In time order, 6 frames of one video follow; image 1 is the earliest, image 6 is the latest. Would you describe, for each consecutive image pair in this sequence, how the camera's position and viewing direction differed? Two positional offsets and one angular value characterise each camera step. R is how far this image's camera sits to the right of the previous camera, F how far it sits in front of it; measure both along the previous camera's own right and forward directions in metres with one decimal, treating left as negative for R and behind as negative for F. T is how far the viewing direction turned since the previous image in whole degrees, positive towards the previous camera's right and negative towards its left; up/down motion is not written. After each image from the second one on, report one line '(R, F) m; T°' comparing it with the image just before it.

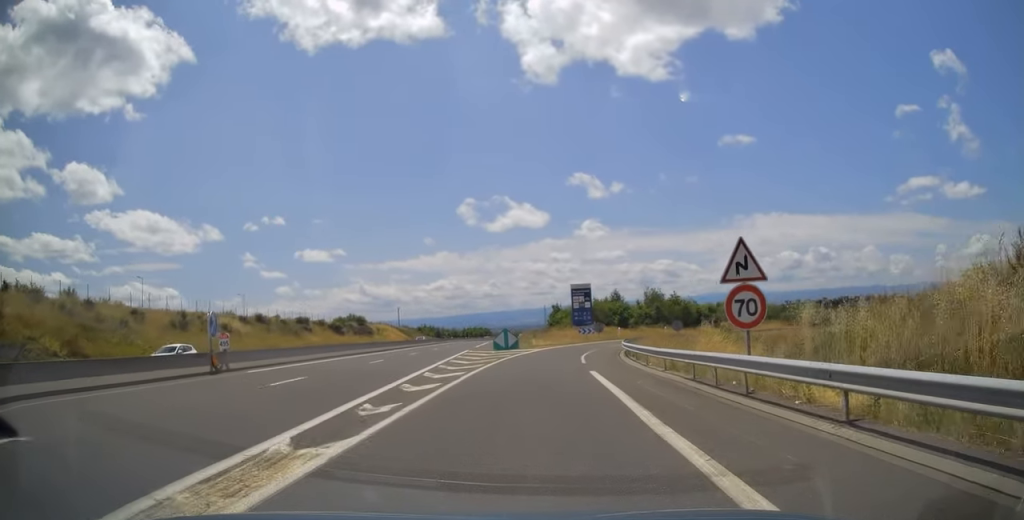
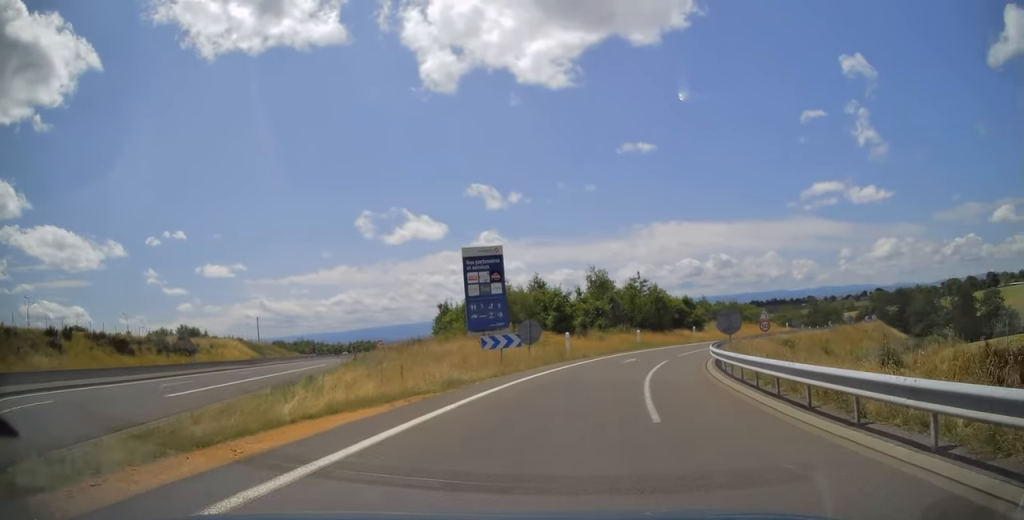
(+1.4, +45.8) m; +6°
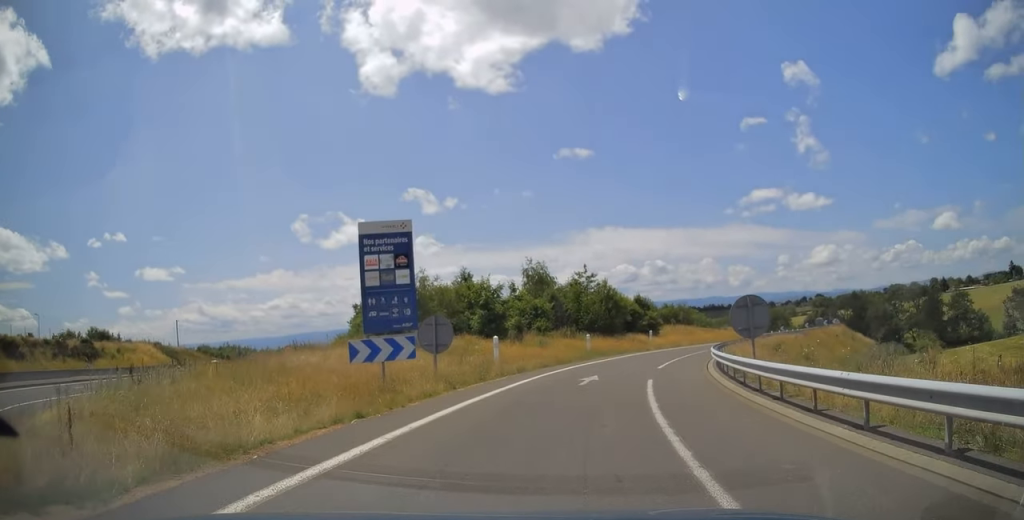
(+0.3, +10.5) m; +5°
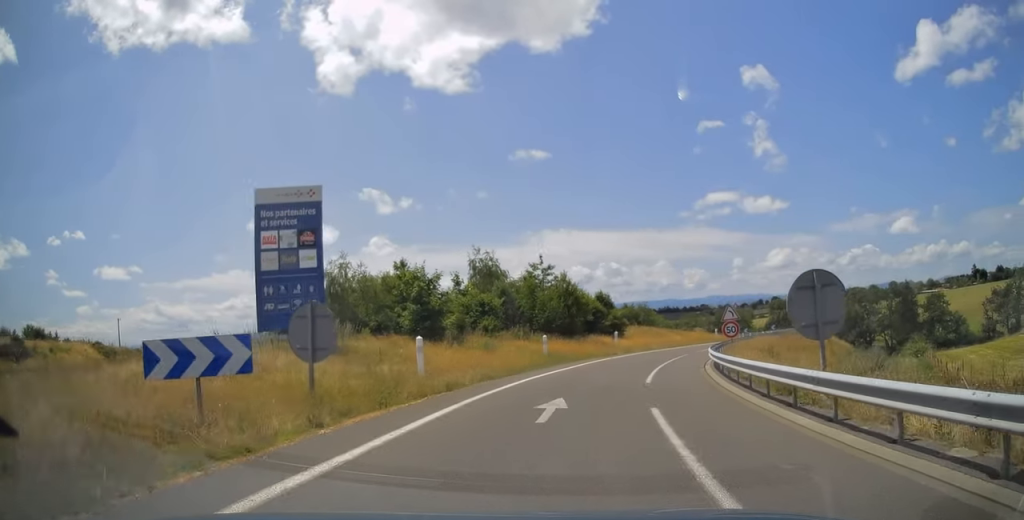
(+0.1, +7.1) m; +4°
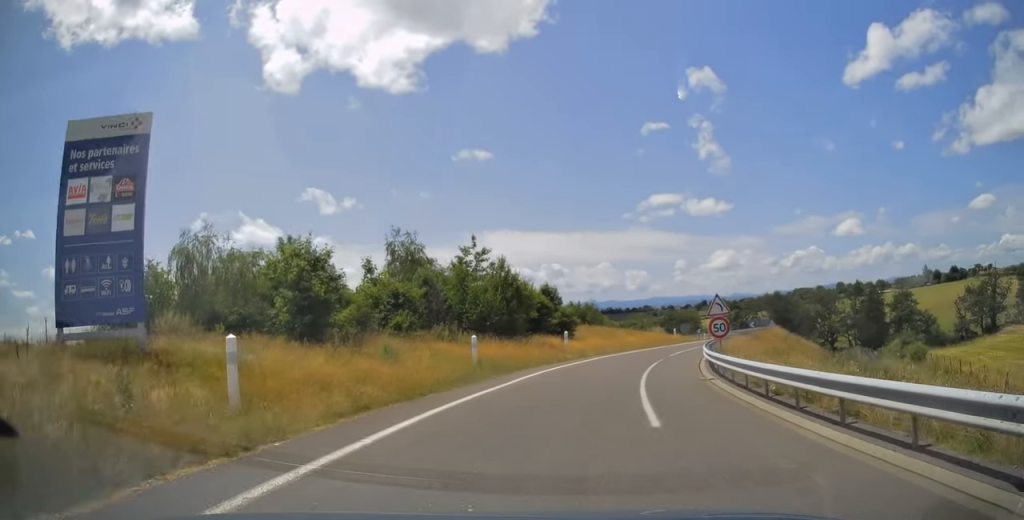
(+0.6, +8.6) m; +5°
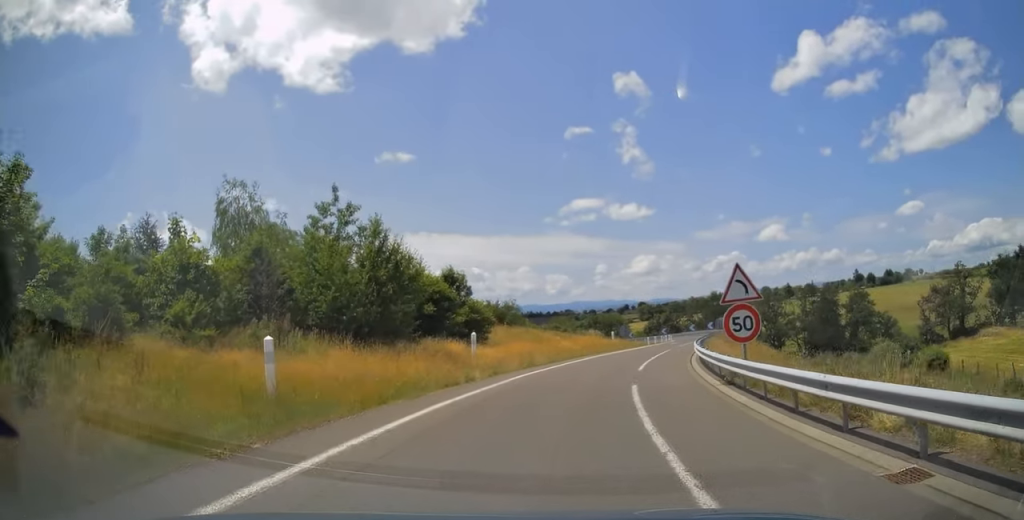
(+0.9, +12.6) m; +8°
